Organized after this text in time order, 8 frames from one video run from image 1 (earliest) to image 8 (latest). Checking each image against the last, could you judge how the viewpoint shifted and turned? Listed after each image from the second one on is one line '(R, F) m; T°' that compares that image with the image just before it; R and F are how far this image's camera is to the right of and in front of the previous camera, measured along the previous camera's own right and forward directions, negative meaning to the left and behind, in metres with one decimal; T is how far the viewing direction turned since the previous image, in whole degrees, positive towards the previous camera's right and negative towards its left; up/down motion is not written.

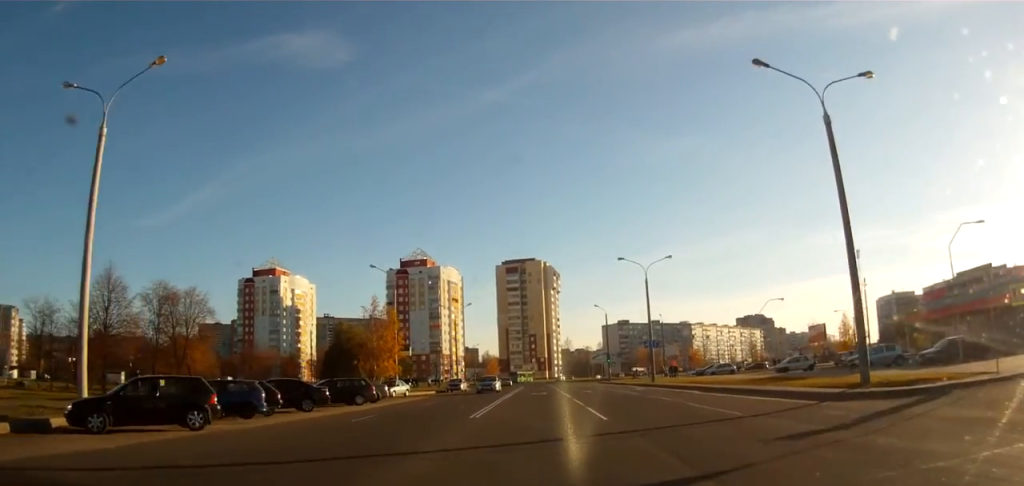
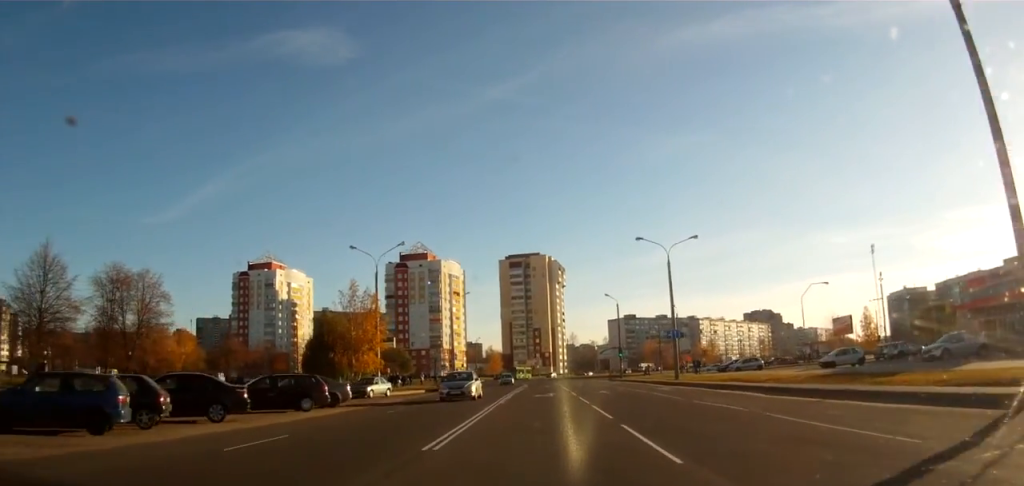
(+0.1, +8.0) m; +1°
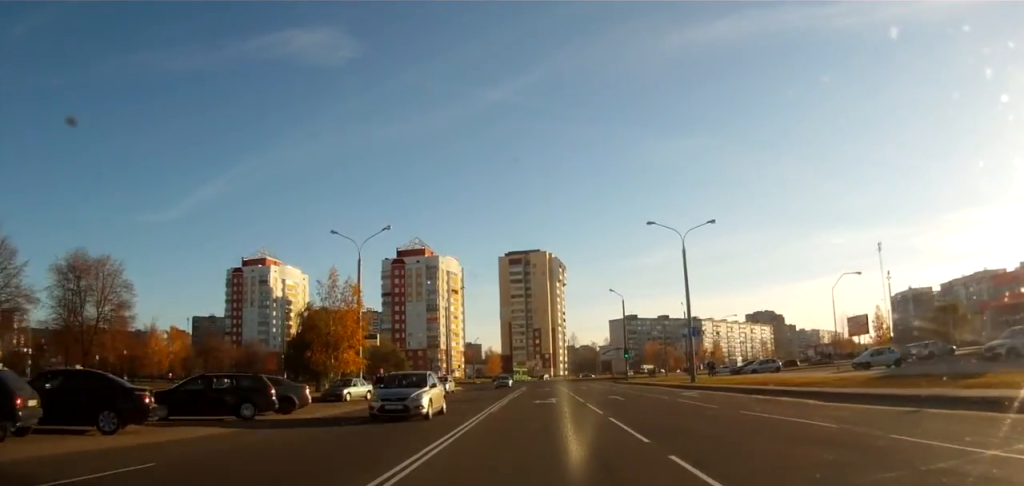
(0.0, +5.2) m; 0°
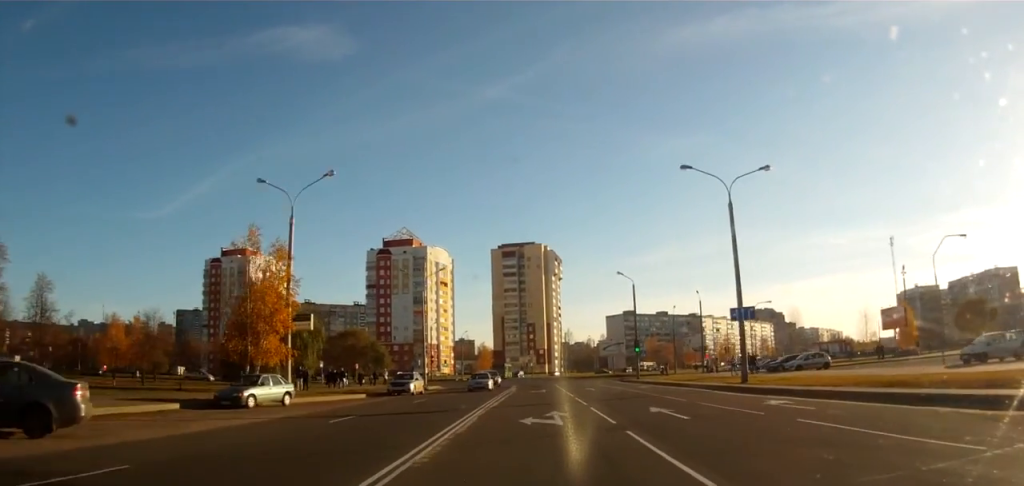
(0.0, +12.2) m; -1°
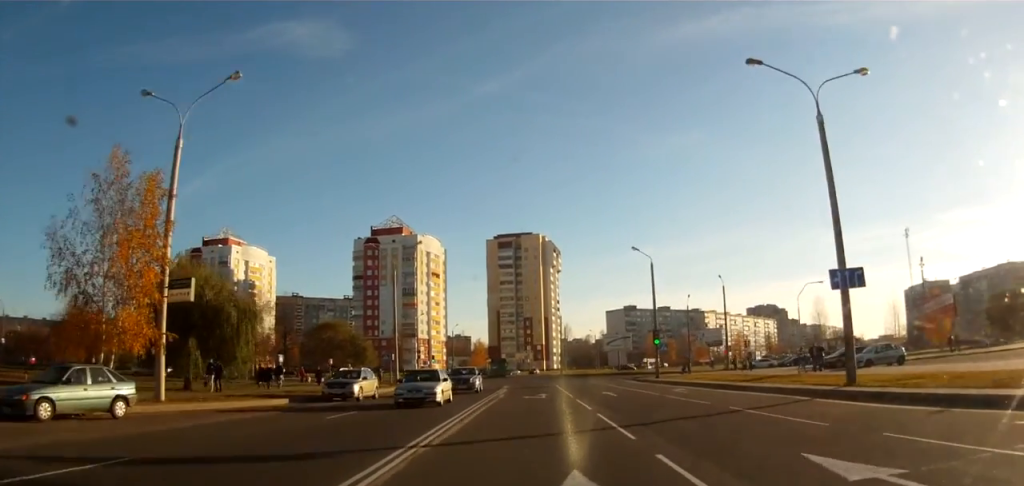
(-0.2, +11.4) m; +2°
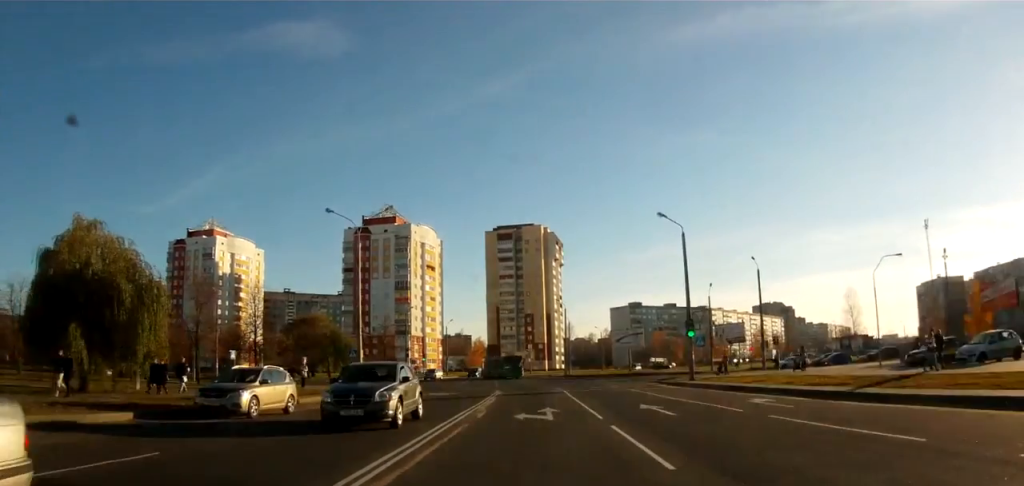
(+0.5, +10.8) m; 0°
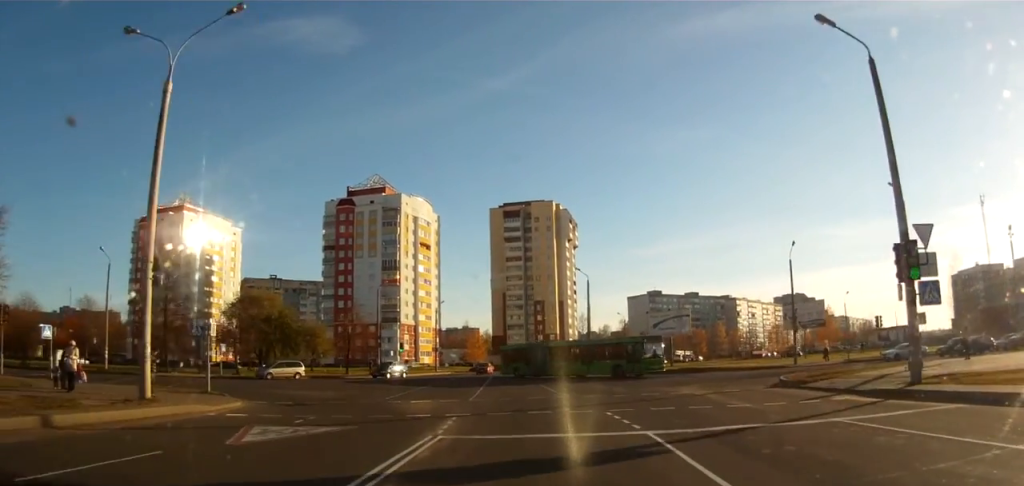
(+0.8, +23.5) m; +2°
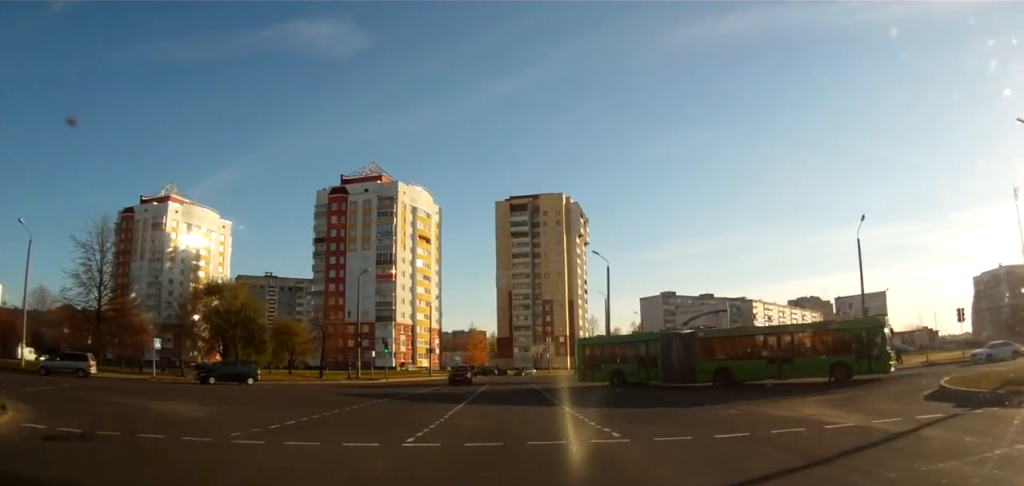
(-1.0, +12.5) m; -4°
